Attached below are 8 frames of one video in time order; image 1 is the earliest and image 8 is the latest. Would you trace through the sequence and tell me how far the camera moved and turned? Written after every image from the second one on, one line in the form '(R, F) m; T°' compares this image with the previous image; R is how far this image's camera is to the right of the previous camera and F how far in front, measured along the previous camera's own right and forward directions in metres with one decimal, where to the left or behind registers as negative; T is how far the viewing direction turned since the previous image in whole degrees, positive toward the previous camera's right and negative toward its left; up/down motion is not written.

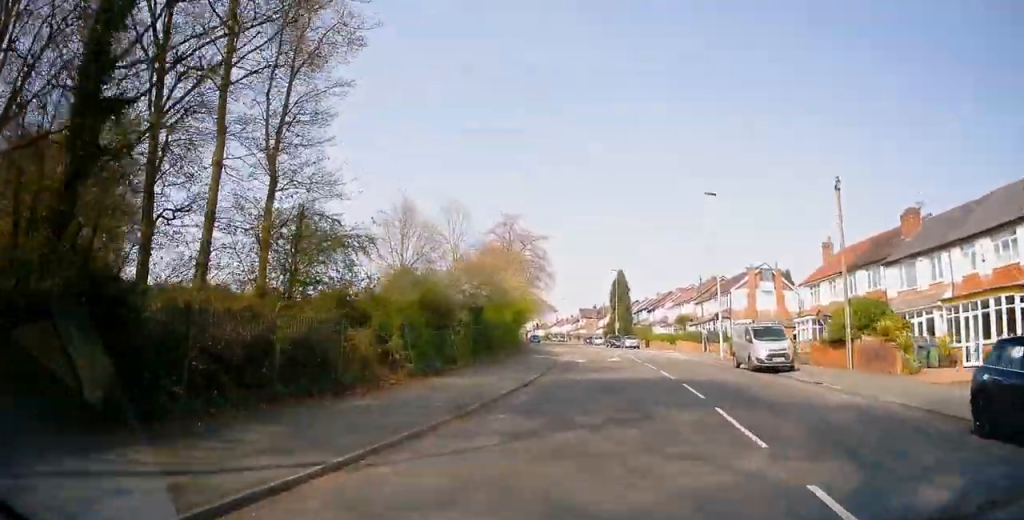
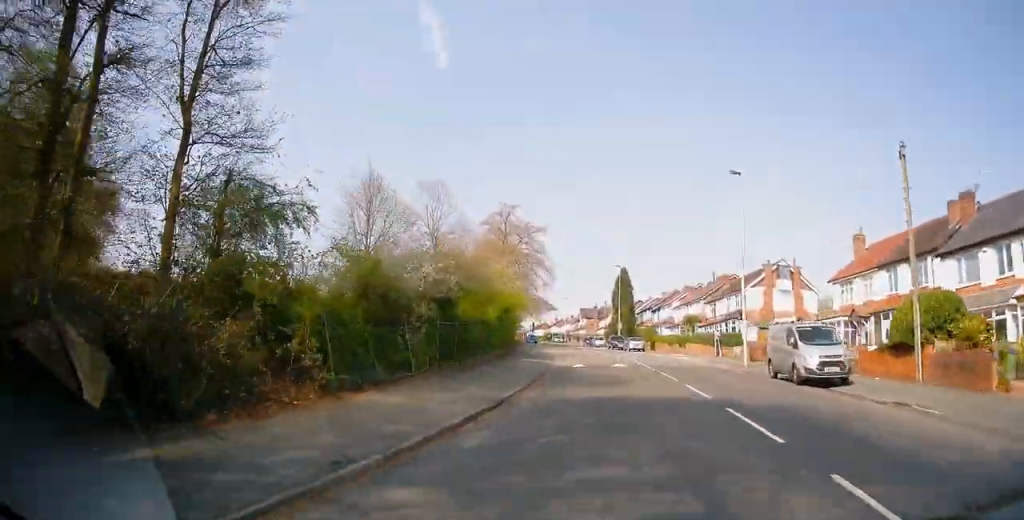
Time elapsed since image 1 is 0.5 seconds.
(0.0, +5.2) m; +1°
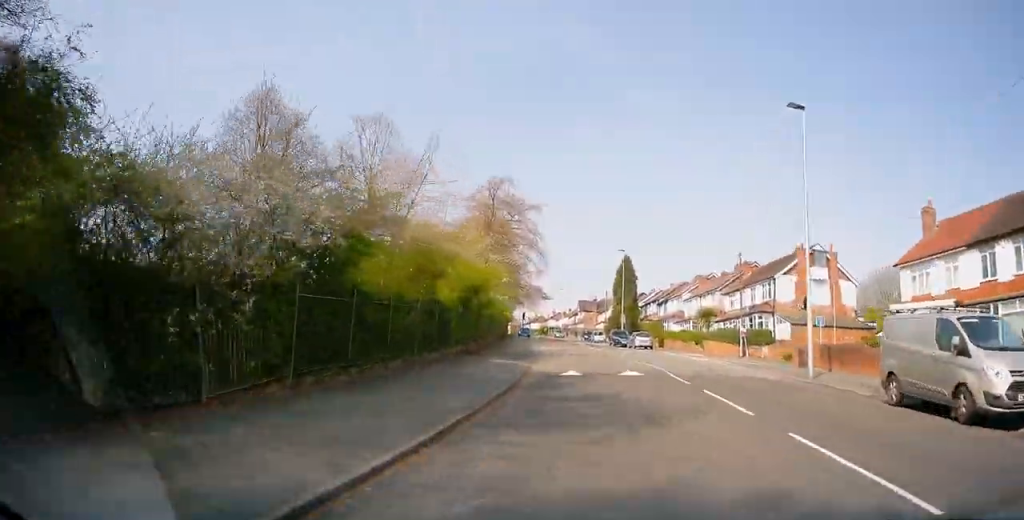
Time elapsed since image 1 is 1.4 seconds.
(0.0, +9.3) m; +2°
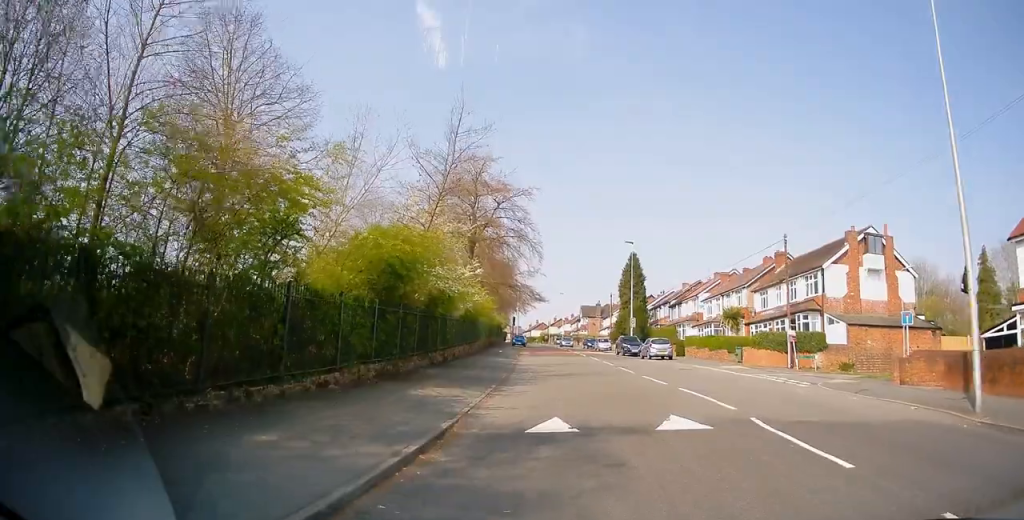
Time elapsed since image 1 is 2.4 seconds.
(+0.4, +9.8) m; +2°
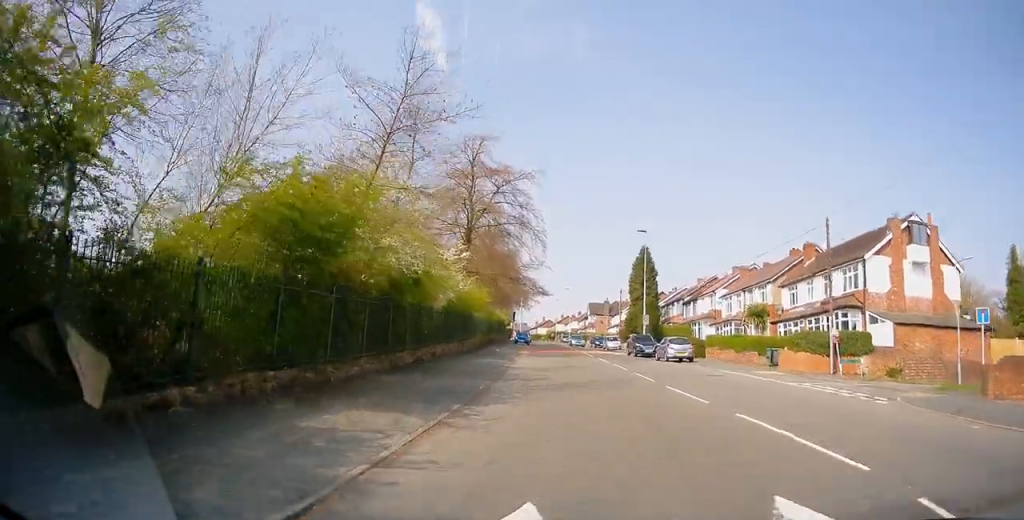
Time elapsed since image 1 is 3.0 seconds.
(-0.1, +5.1) m; 0°
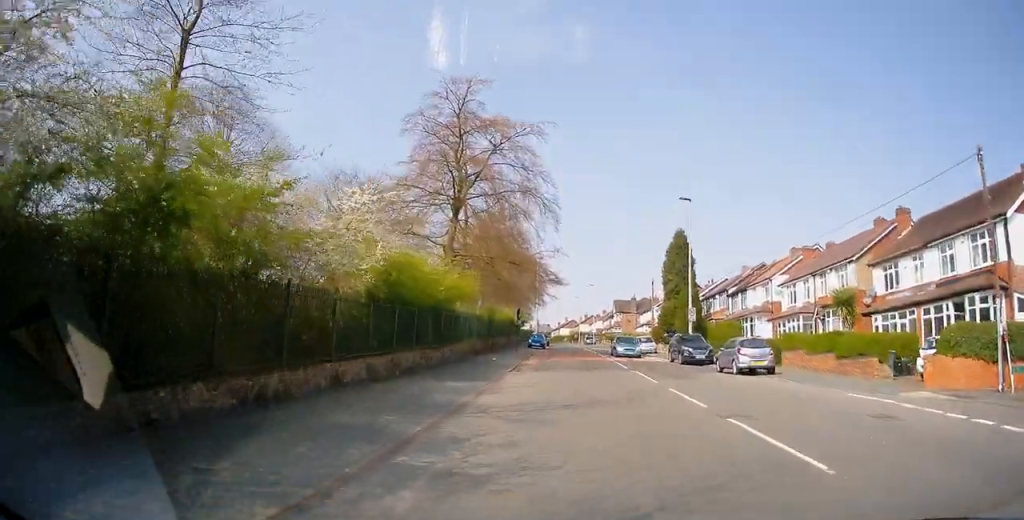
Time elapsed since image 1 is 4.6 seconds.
(-0.4, +12.4) m; -7°
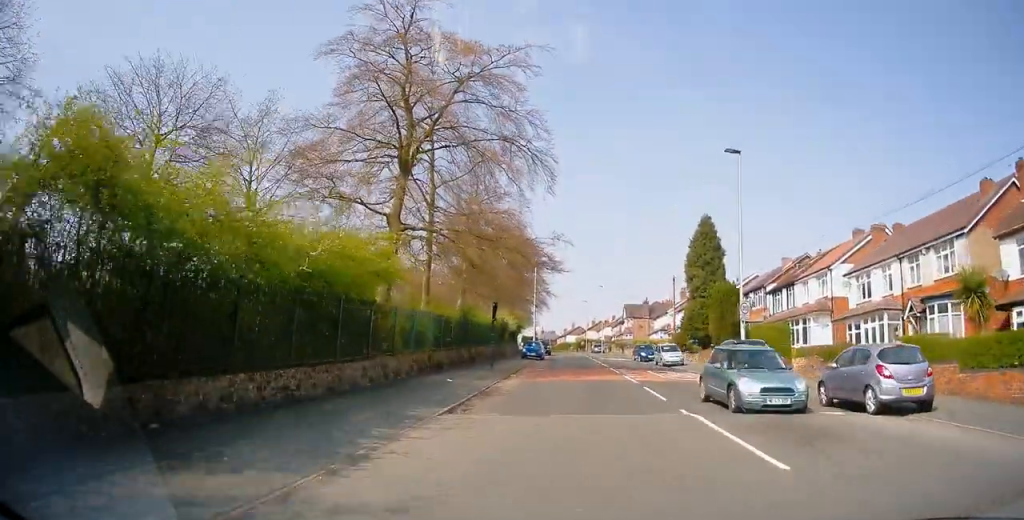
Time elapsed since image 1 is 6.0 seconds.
(-0.6, +12.6) m; -1°
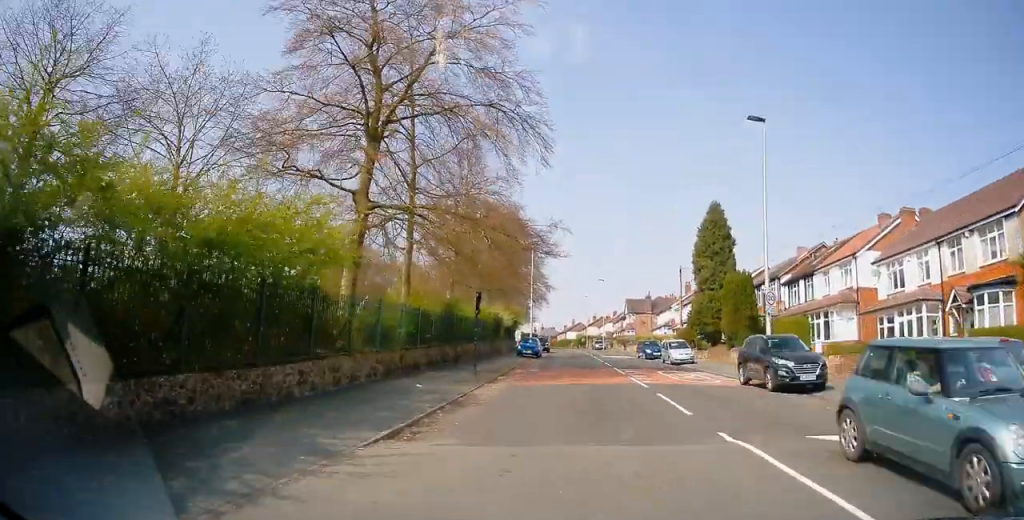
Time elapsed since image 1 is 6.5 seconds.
(0.0, +3.8) m; +1°
